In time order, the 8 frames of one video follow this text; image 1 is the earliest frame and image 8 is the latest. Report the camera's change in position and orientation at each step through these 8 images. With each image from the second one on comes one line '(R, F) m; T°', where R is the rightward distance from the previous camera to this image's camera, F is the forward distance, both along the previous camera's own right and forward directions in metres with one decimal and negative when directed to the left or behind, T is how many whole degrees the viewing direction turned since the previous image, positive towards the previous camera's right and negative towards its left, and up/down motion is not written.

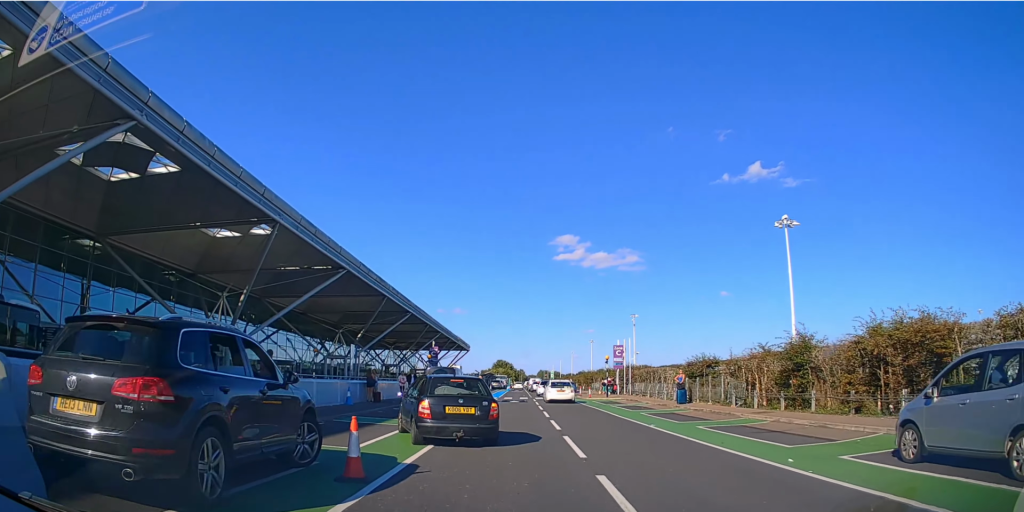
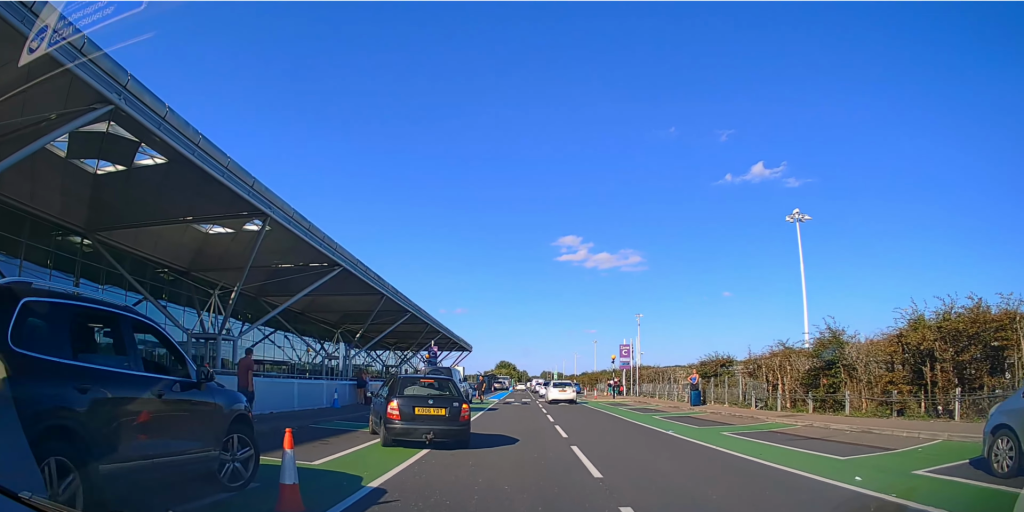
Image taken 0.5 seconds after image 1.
(0.0, +2.4) m; 0°
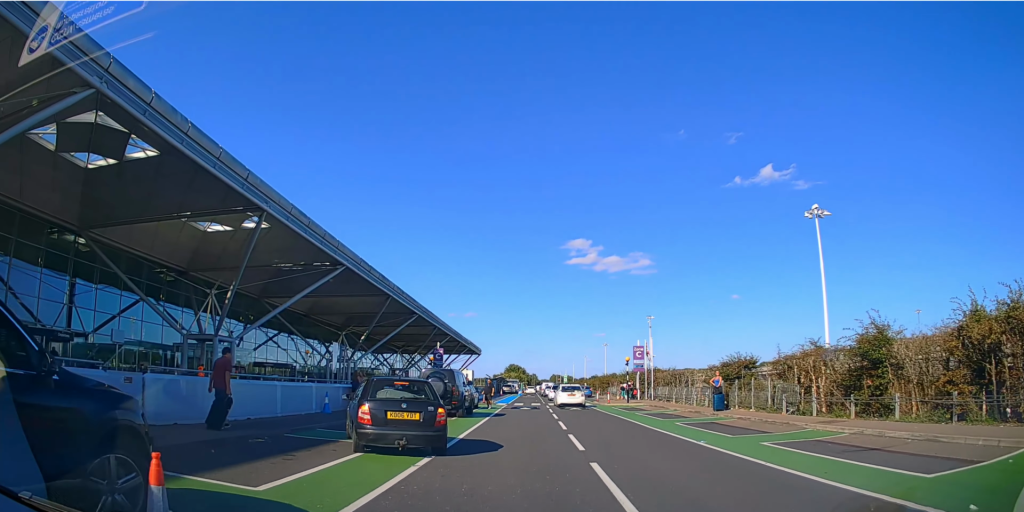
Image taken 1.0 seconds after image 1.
(0.0, +1.7) m; 0°
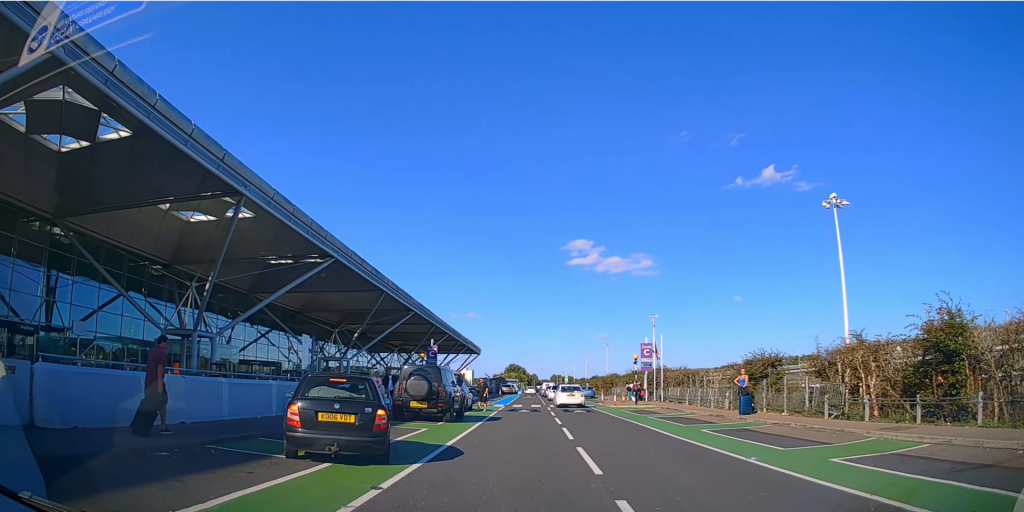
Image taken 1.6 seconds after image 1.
(0.0, +2.0) m; 0°
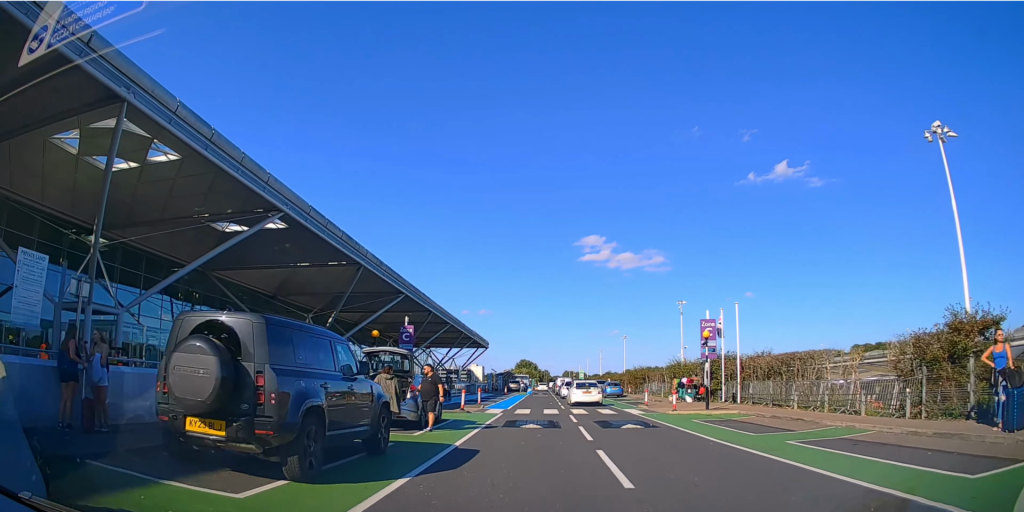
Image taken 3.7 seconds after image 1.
(0.0, +9.1) m; 0°
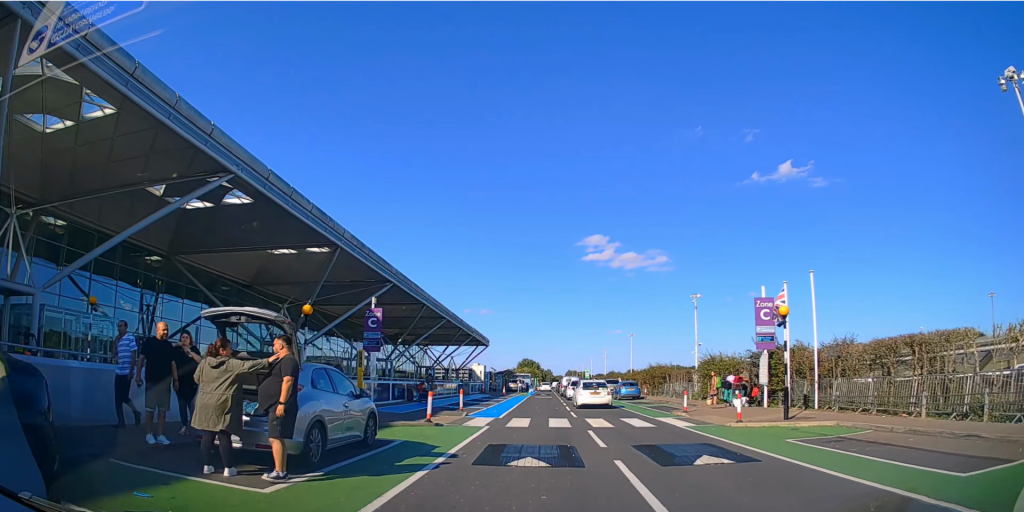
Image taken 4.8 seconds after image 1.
(0.0, +8.4) m; -1°
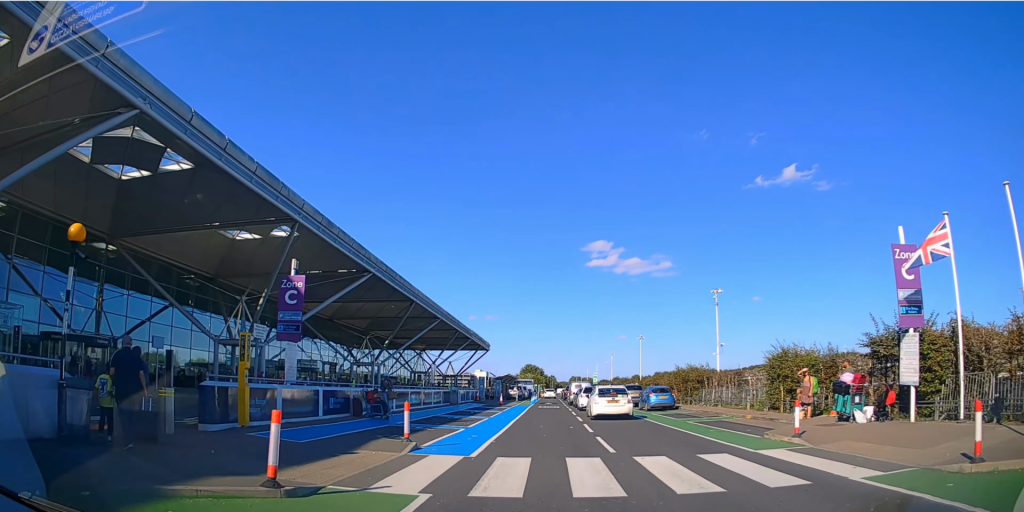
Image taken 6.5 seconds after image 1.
(-0.1, +11.4) m; +2°
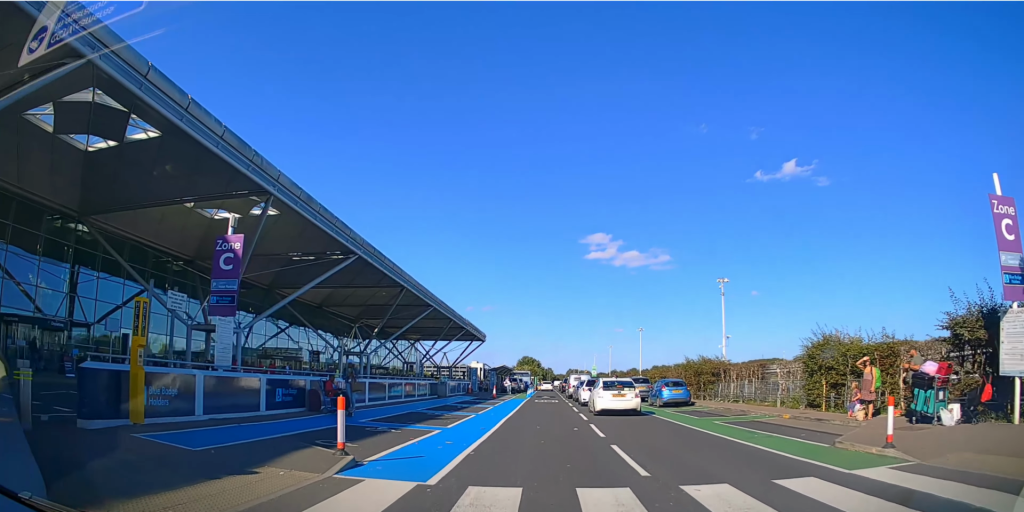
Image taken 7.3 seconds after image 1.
(+0.2, +4.6) m; 0°
